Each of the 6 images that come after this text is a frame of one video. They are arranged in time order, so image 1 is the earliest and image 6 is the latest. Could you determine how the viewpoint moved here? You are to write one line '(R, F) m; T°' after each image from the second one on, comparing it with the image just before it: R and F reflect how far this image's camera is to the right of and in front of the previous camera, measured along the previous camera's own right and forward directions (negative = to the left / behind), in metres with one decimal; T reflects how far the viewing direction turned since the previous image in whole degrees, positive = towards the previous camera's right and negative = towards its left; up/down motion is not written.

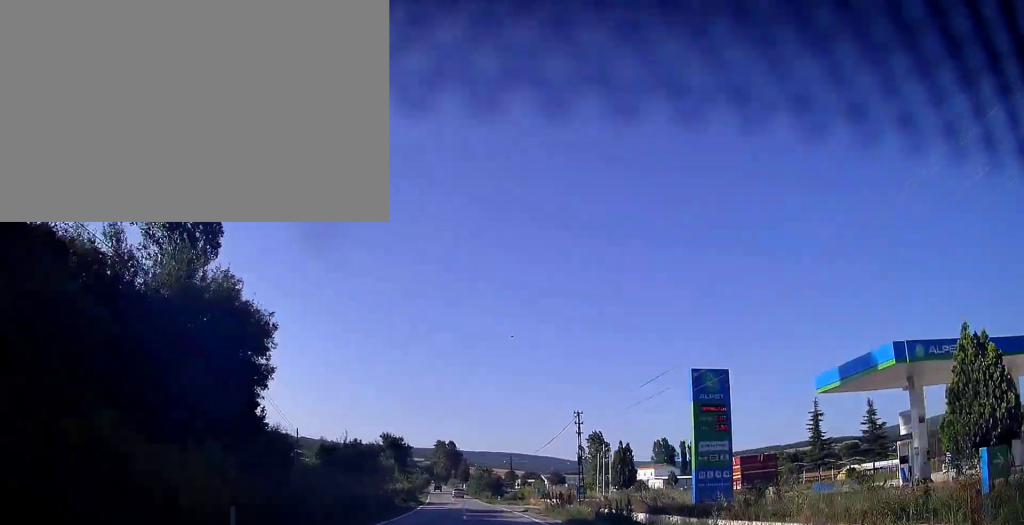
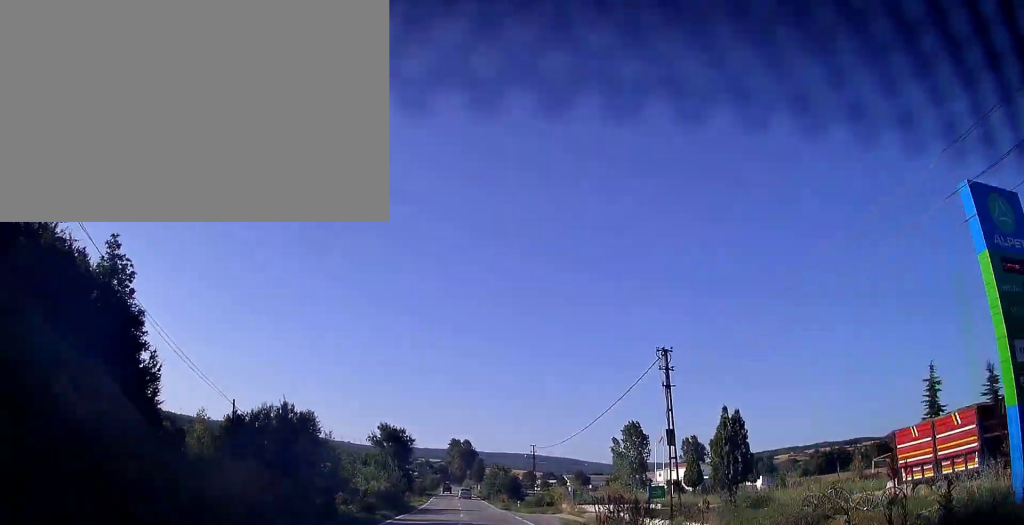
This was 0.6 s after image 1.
(-0.2, +16.9) m; -2°
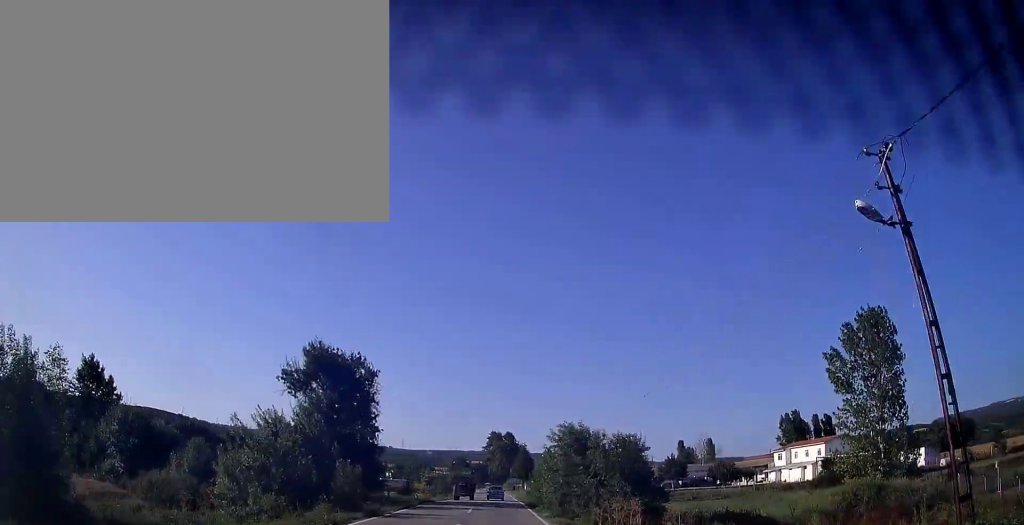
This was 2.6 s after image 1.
(-2.4, +56.1) m; -4°
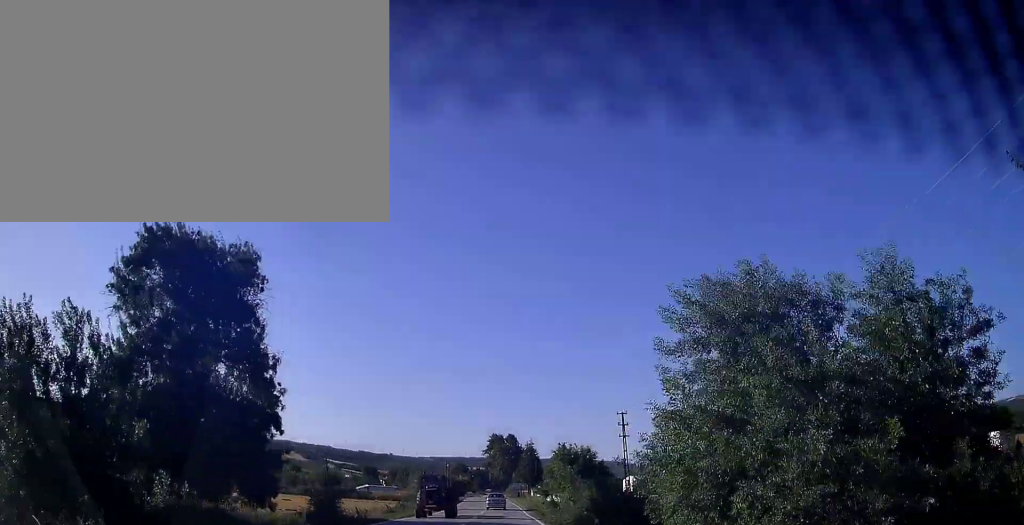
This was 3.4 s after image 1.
(-0.3, +21.6) m; -1°
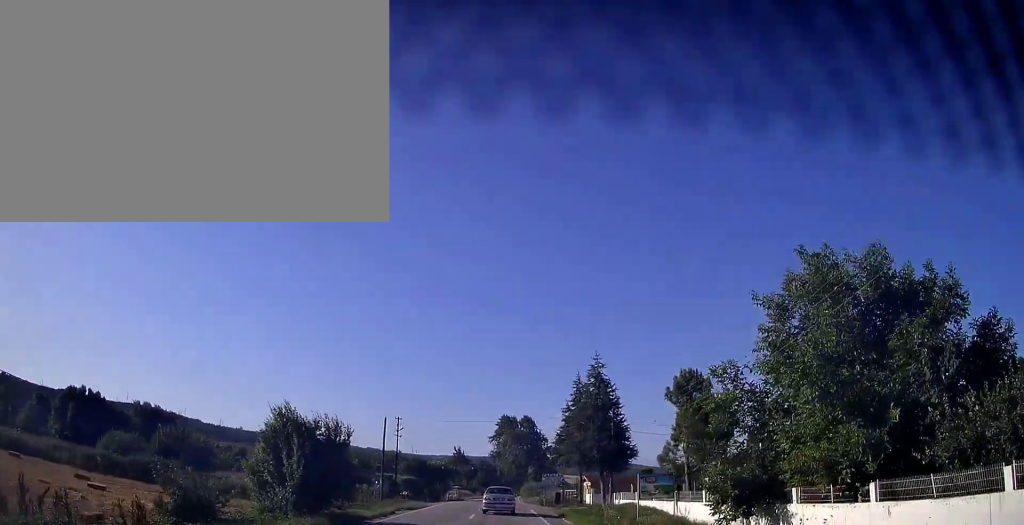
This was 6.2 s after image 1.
(-0.8, +67.7) m; -1°
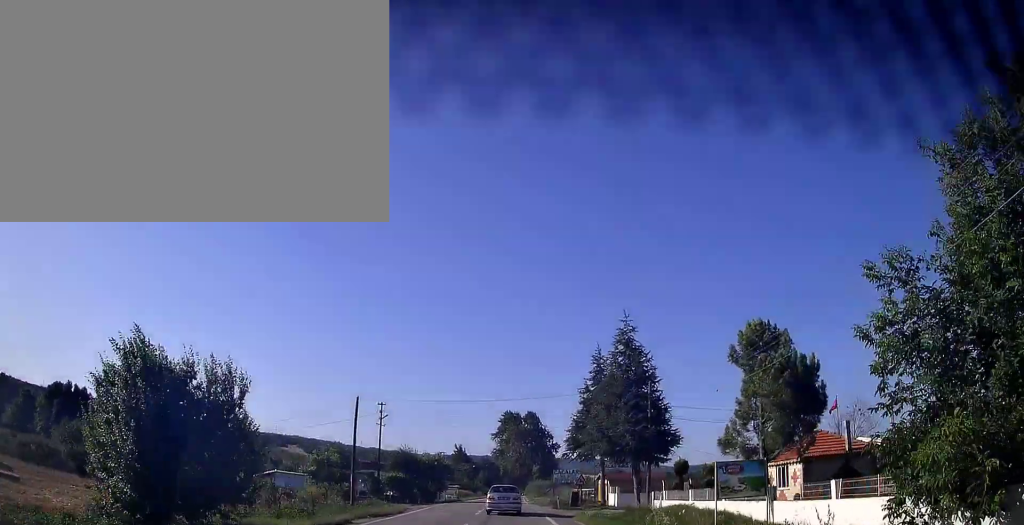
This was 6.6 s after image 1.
(0.0, +10.5) m; 0°
